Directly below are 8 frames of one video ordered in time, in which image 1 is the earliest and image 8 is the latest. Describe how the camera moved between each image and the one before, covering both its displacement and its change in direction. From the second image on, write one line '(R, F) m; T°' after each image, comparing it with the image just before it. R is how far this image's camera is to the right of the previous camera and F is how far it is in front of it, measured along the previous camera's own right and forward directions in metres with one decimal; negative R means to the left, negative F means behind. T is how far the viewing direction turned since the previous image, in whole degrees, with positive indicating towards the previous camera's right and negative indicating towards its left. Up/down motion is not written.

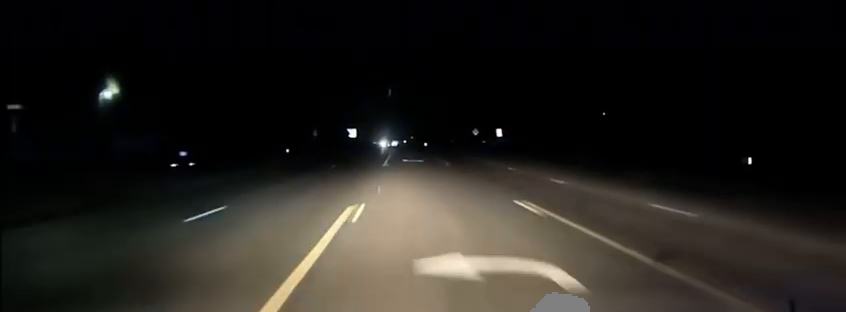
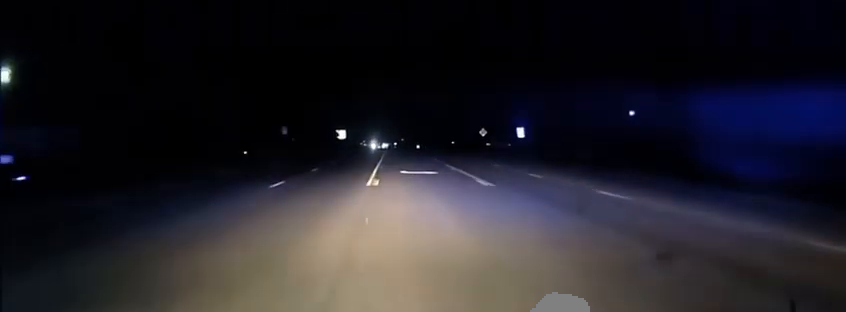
(0.0, +19.8) m; 0°
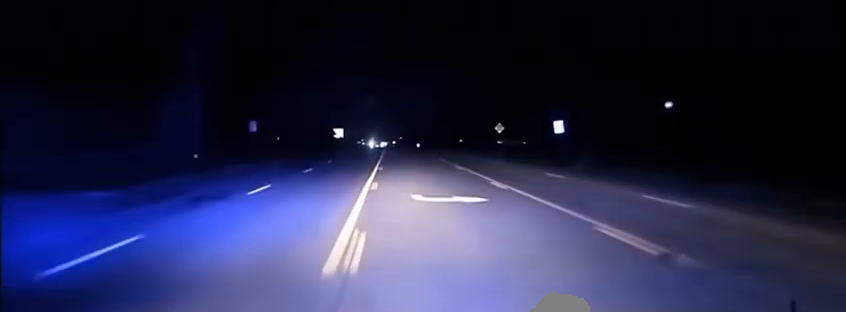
(0.0, +17.0) m; 0°
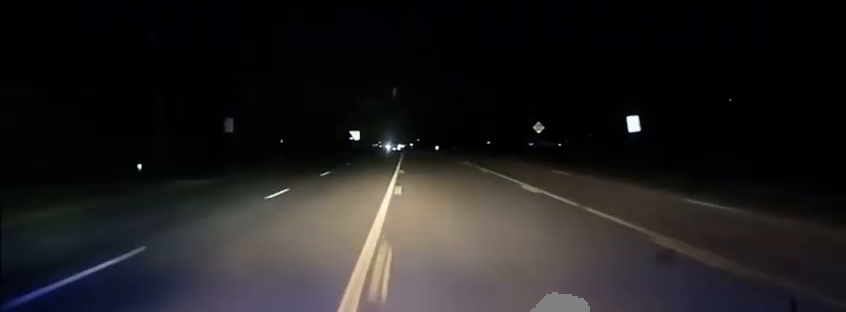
(-0.2, +14.9) m; 0°
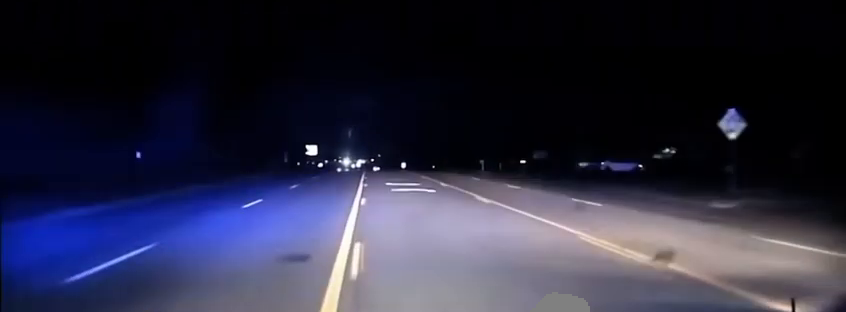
(+1.4, +56.9) m; +3°
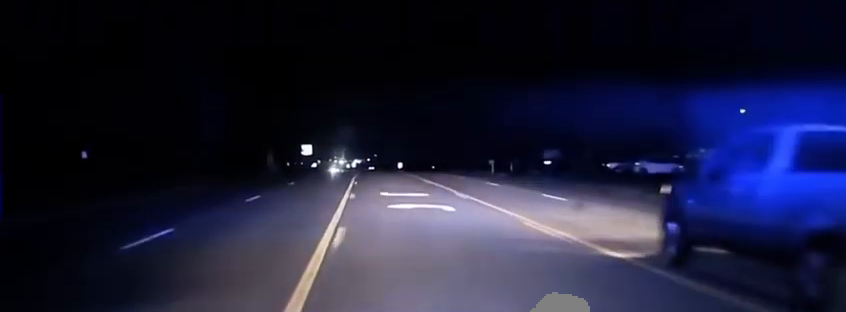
(+0.1, +10.6) m; 0°
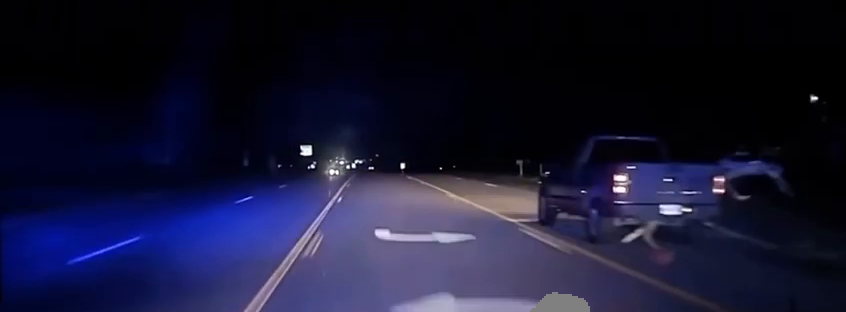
(+0.1, +15.2) m; 0°
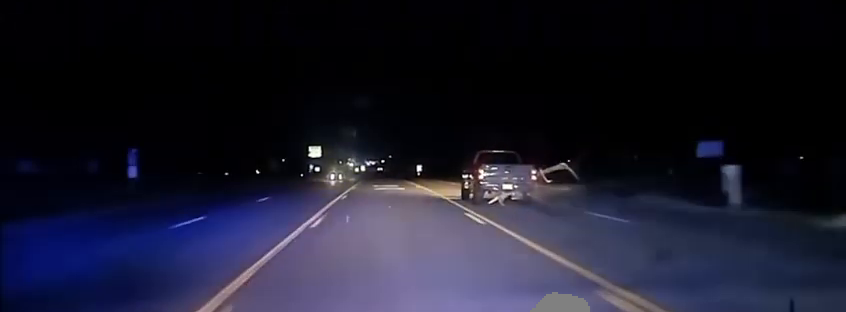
(-0.4, +30.3) m; -1°
